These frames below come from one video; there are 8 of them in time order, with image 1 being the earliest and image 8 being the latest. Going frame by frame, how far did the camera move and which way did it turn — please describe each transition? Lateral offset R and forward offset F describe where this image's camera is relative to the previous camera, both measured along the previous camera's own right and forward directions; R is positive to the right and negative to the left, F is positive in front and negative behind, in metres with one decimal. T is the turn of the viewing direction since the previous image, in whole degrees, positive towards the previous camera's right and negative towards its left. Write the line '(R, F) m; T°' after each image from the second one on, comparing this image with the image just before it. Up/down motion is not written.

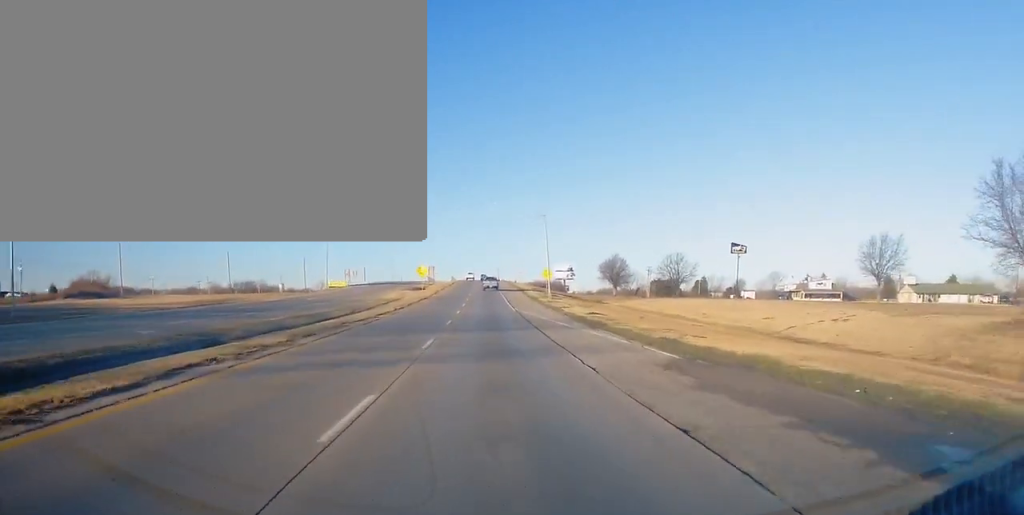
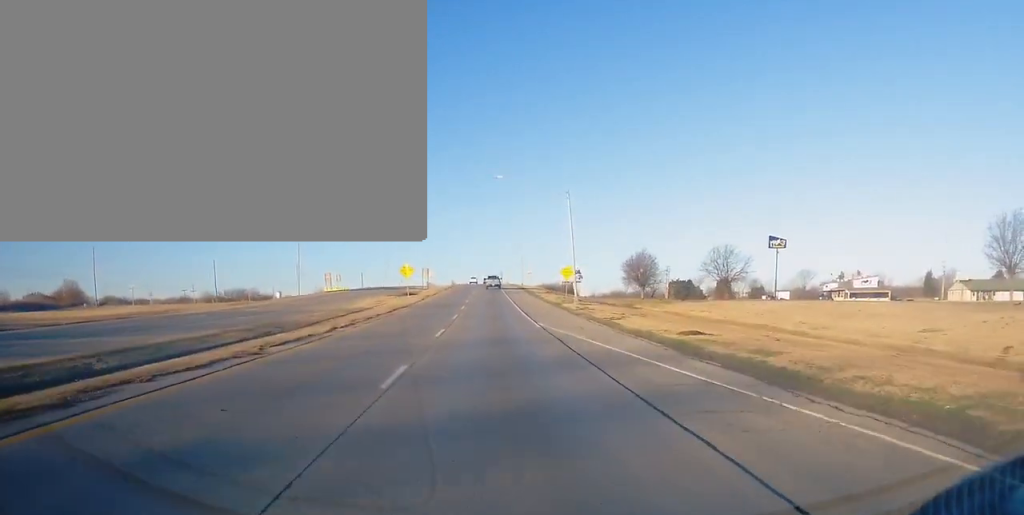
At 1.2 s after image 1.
(-0.1, +23.0) m; -2°
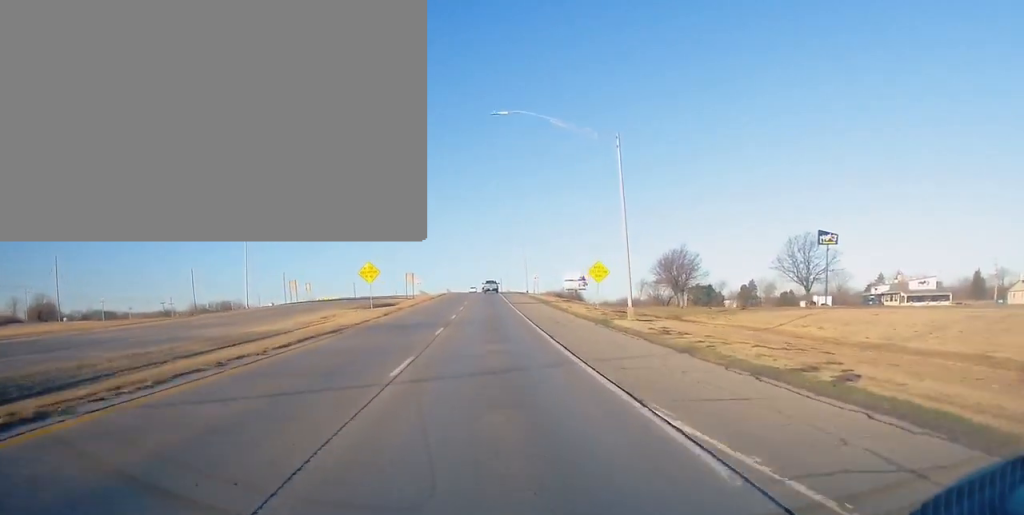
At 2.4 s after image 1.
(-0.5, +25.3) m; 0°
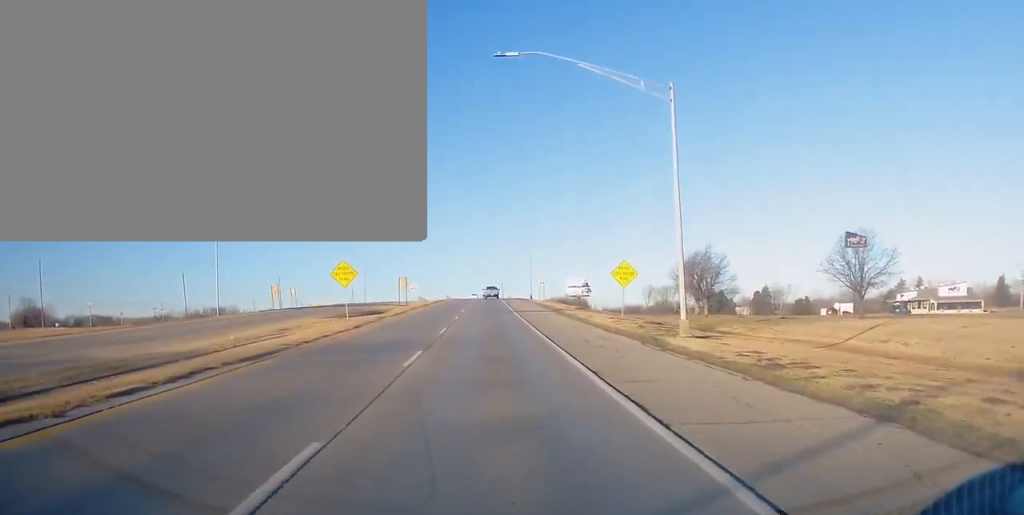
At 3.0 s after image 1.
(+0.2, +10.6) m; +1°
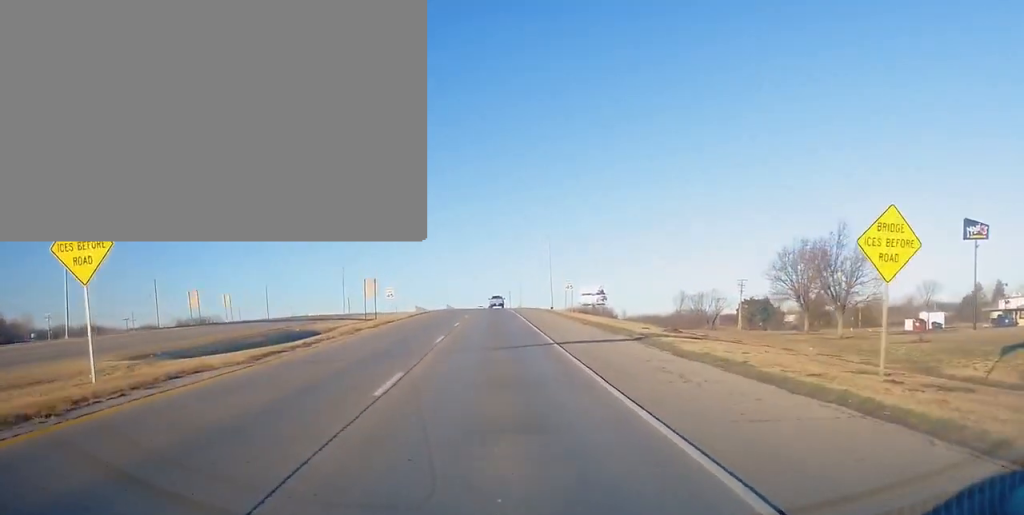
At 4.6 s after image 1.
(+0.4, +32.3) m; 0°
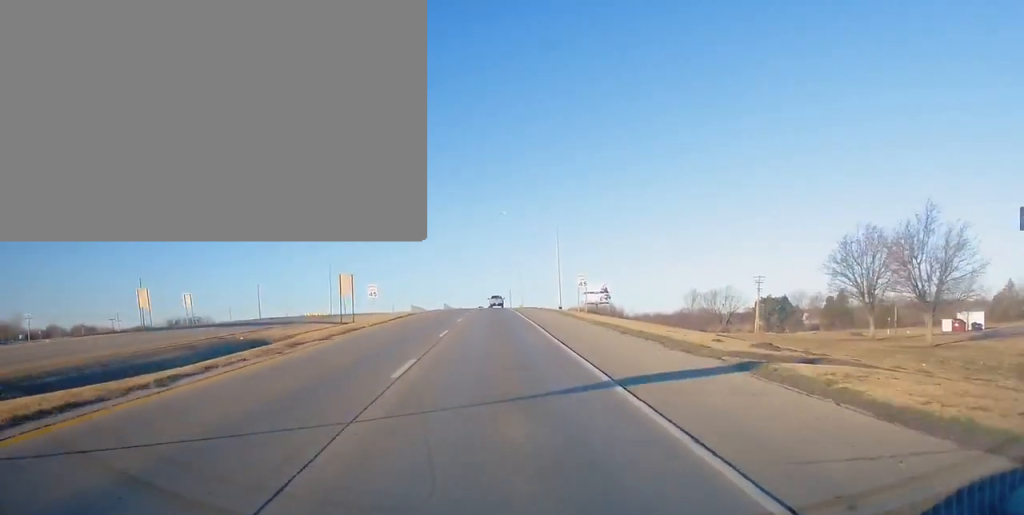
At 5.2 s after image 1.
(+0.1, +11.7) m; -1°
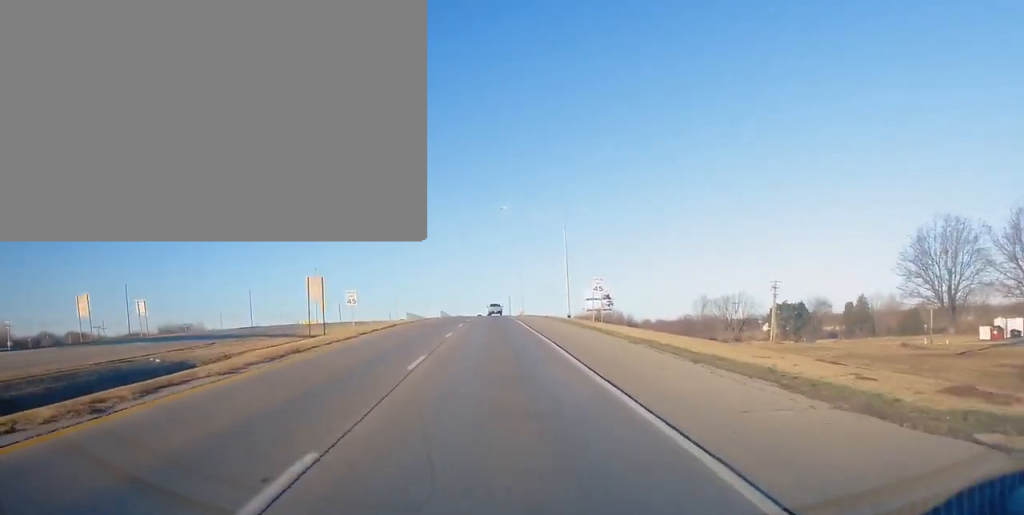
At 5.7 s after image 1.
(-0.1, +10.3) m; 0°
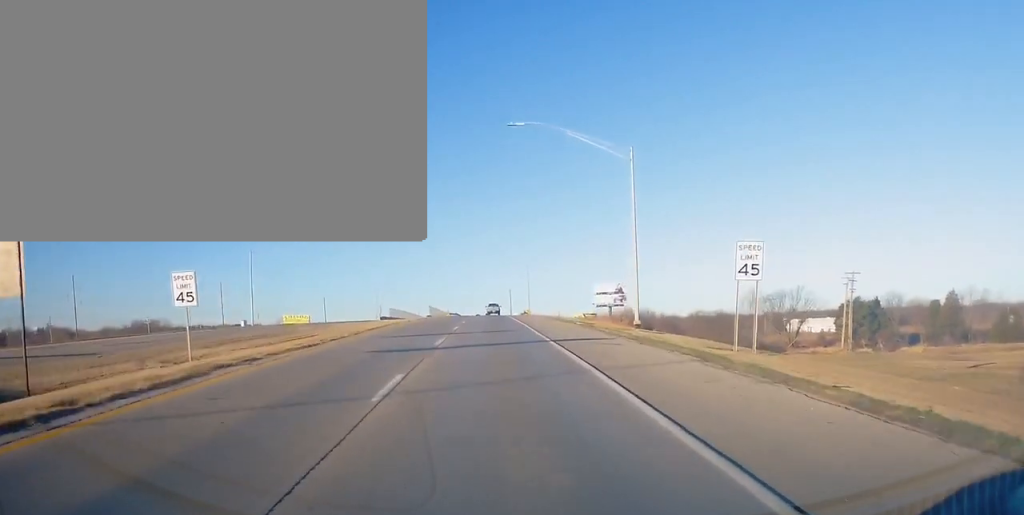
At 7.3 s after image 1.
(+0.1, +33.2) m; +1°
